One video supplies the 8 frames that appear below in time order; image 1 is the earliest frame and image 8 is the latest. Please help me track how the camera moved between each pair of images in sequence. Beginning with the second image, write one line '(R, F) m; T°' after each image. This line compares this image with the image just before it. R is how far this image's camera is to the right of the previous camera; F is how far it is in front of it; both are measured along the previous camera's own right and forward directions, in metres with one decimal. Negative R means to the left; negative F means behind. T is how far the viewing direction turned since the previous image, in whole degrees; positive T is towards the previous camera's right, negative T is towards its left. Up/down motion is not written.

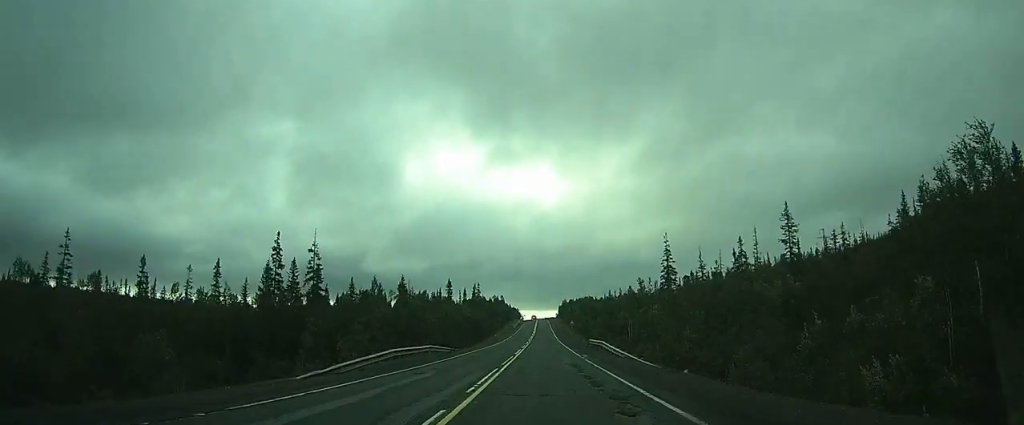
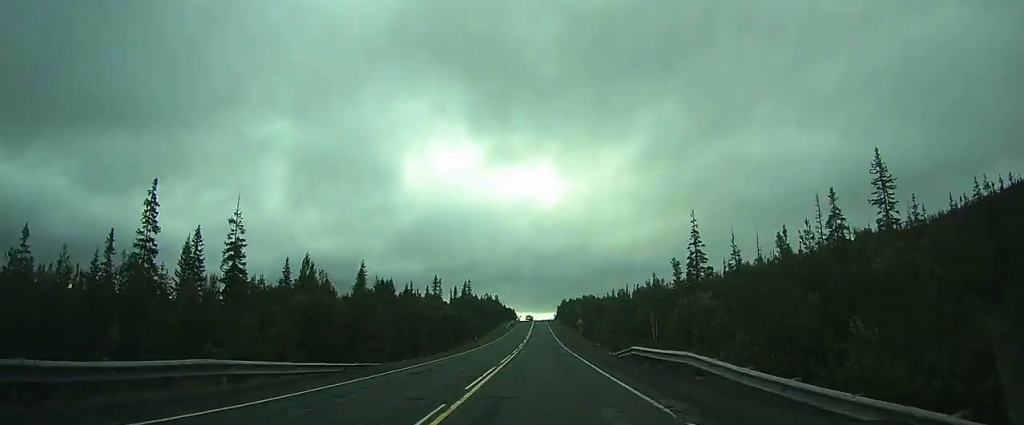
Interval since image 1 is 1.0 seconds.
(0.0, +23.9) m; 0°
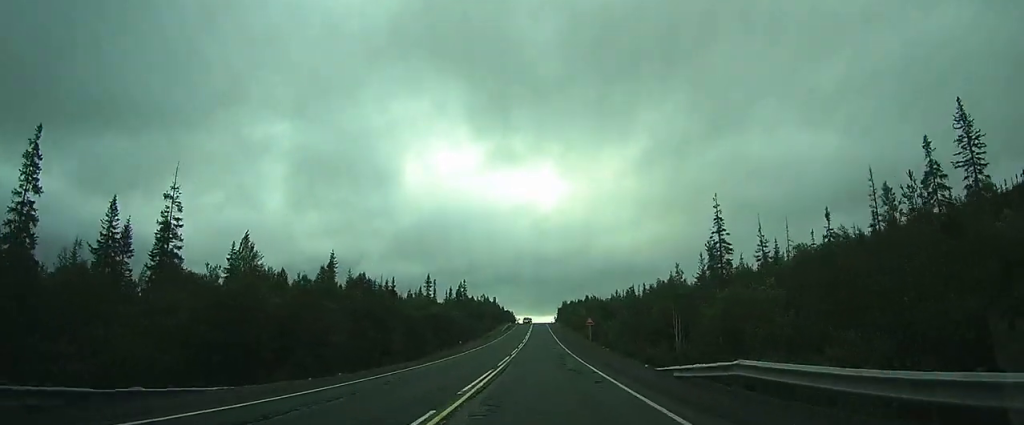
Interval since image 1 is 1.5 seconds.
(0.0, +13.1) m; 0°
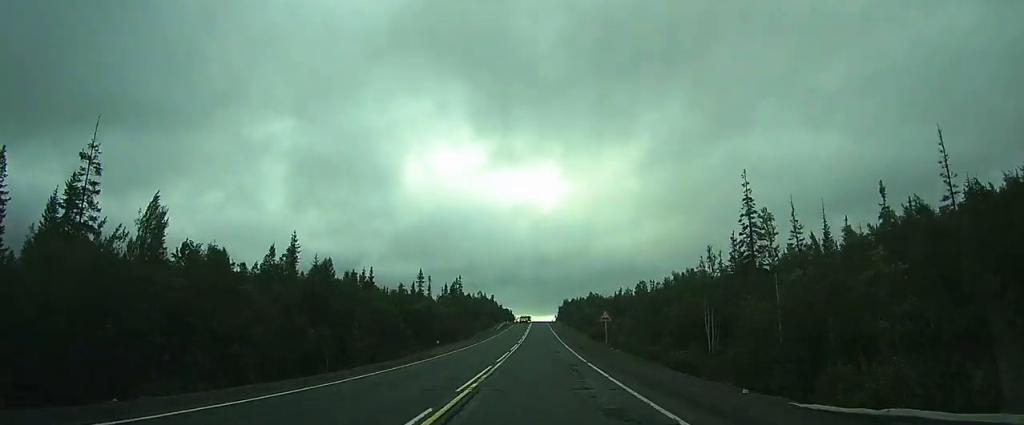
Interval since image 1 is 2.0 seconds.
(0.0, +12.4) m; 0°
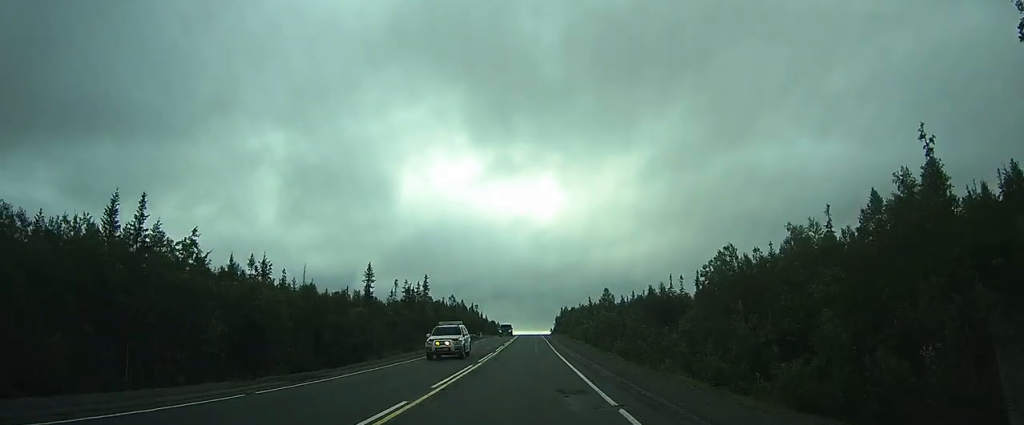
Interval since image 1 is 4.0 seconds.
(0.0, +48.7) m; 0°
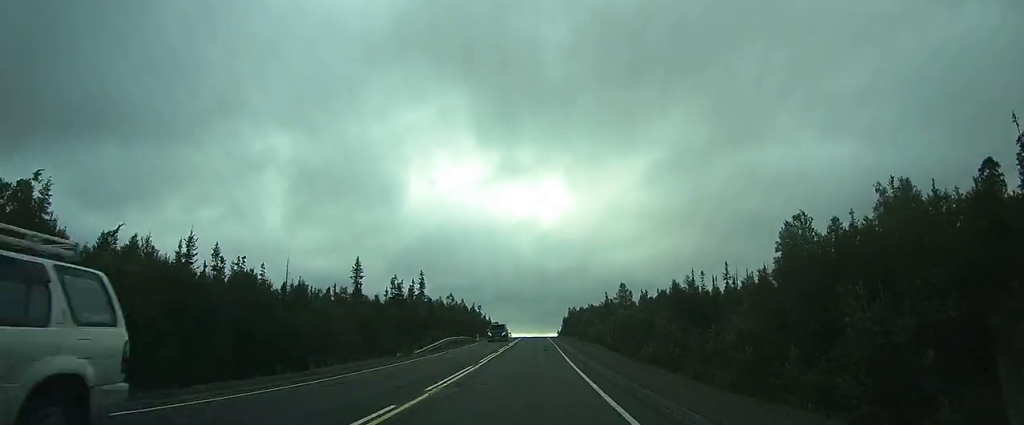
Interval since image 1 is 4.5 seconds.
(0.0, +13.2) m; 0°
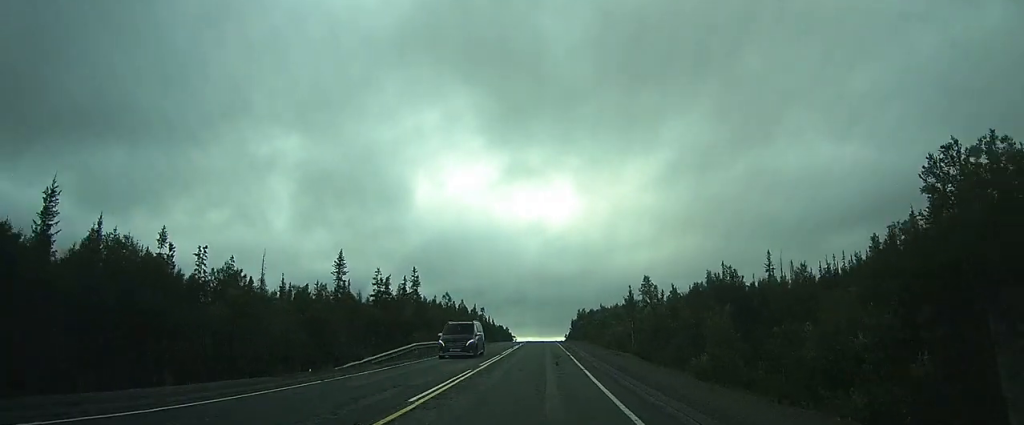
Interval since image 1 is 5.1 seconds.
(0.0, +14.9) m; 0°
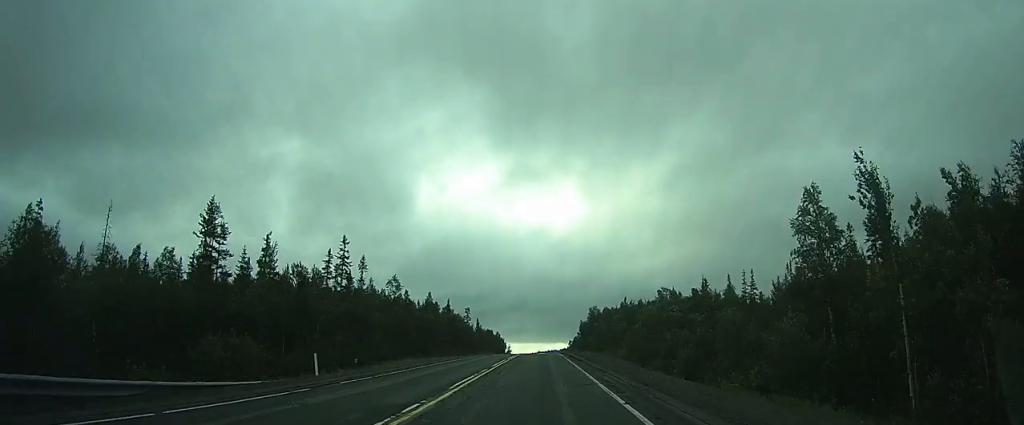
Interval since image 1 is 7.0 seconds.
(-0.2, +46.1) m; 0°
